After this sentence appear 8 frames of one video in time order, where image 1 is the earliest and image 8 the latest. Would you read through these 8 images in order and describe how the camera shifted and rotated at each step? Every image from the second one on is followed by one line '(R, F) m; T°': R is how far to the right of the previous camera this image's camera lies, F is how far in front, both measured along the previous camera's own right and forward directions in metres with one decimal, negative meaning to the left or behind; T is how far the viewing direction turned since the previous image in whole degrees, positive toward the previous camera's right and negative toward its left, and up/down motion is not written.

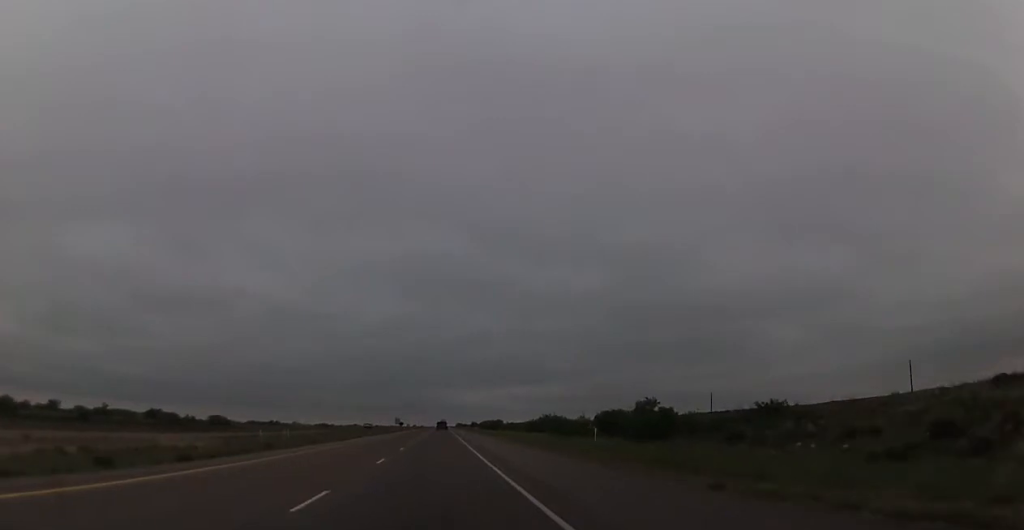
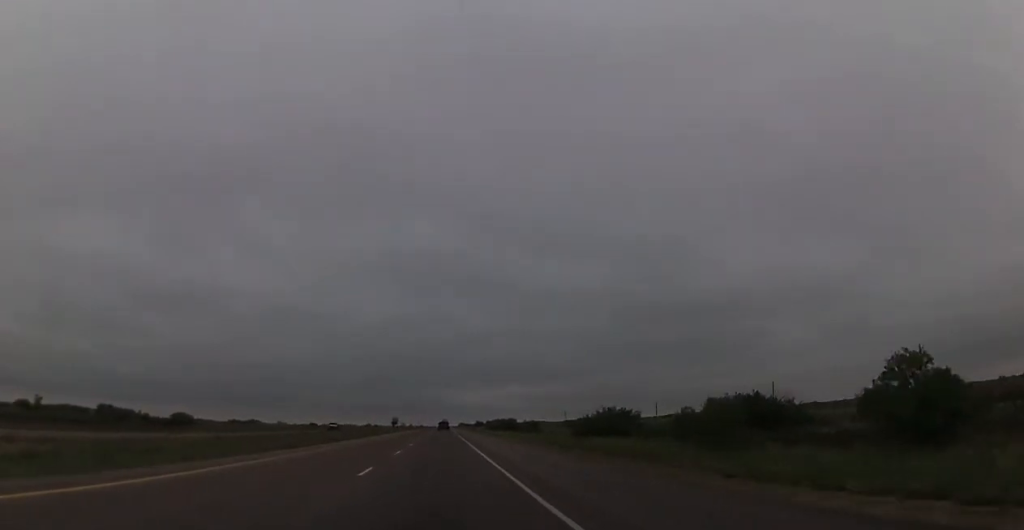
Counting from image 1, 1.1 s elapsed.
(-0.2, +41.7) m; 0°
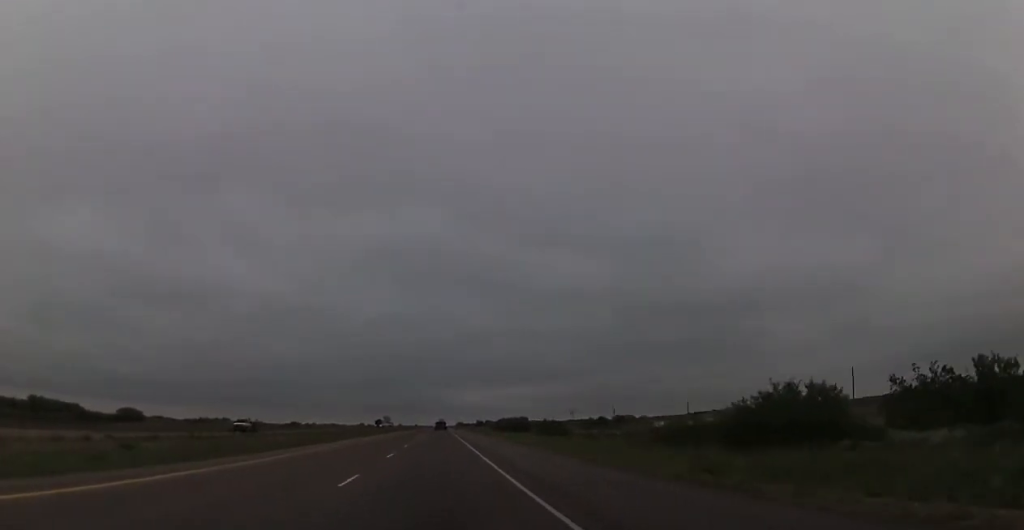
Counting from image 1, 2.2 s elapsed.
(0.0, +39.2) m; 0°
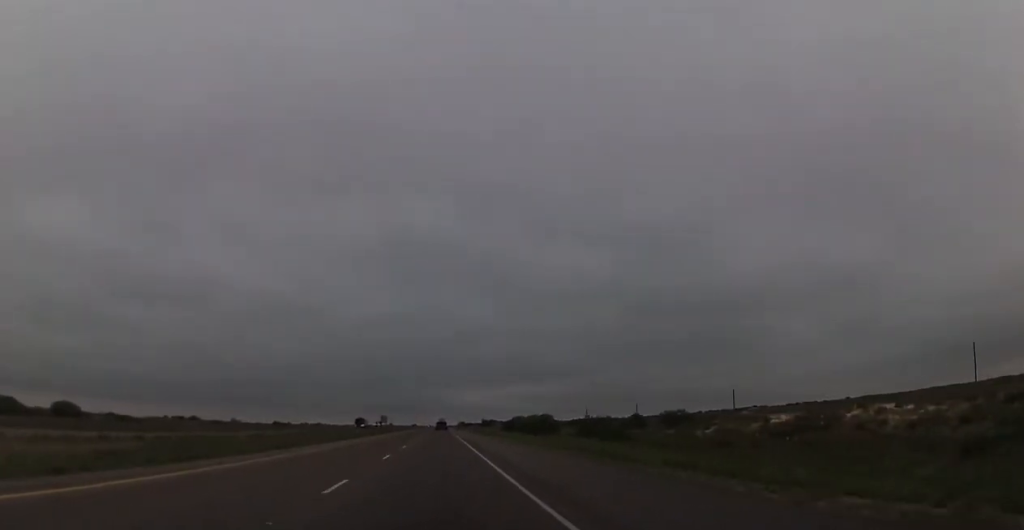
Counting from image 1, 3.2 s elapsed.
(-0.2, +37.9) m; 0°
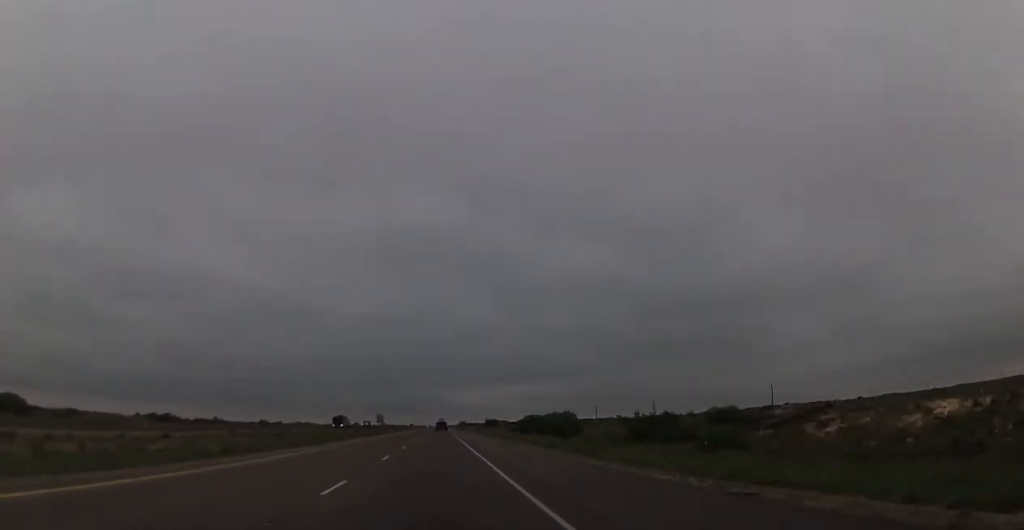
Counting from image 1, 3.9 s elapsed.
(+0.2, +24.4) m; 0°
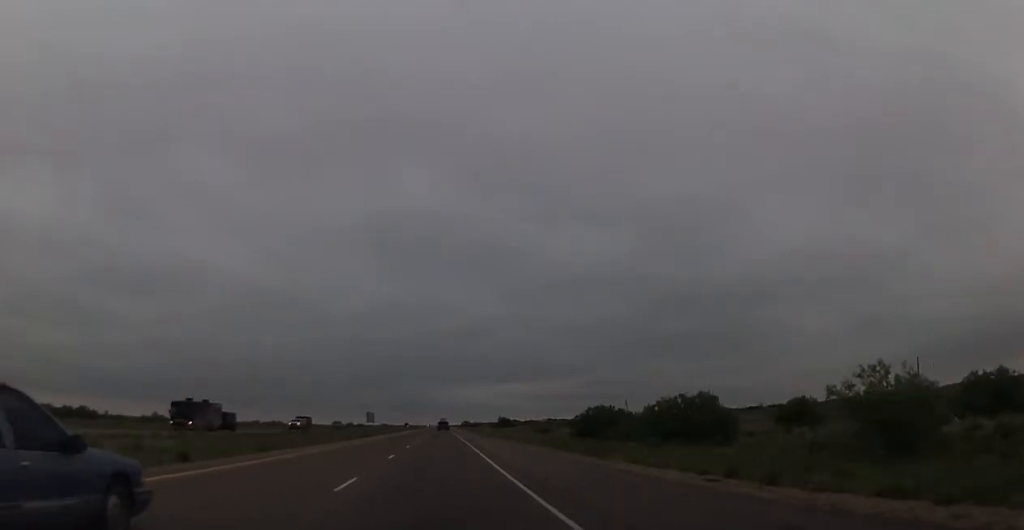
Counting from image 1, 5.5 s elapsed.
(-0.1, +59.8) m; -1°
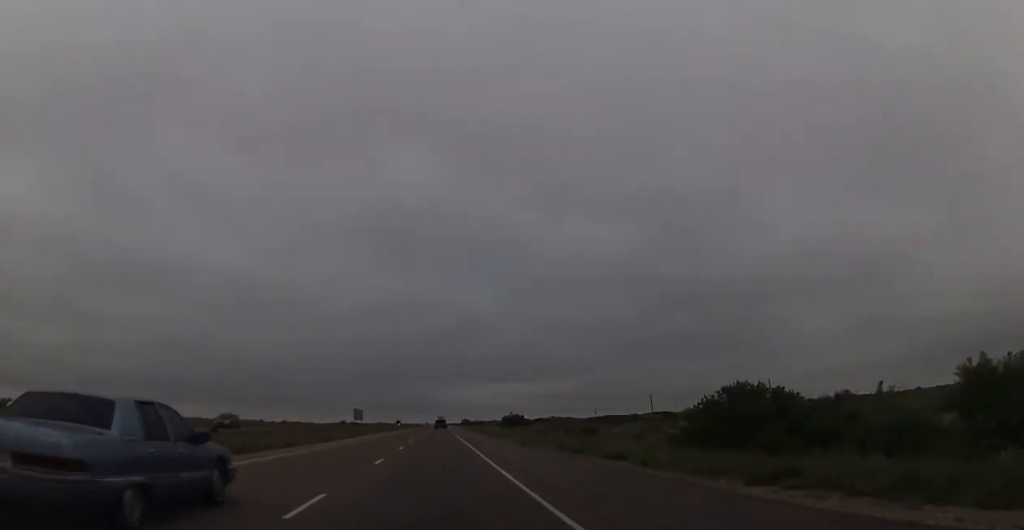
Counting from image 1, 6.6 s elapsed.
(-0.1, +40.2) m; +1°
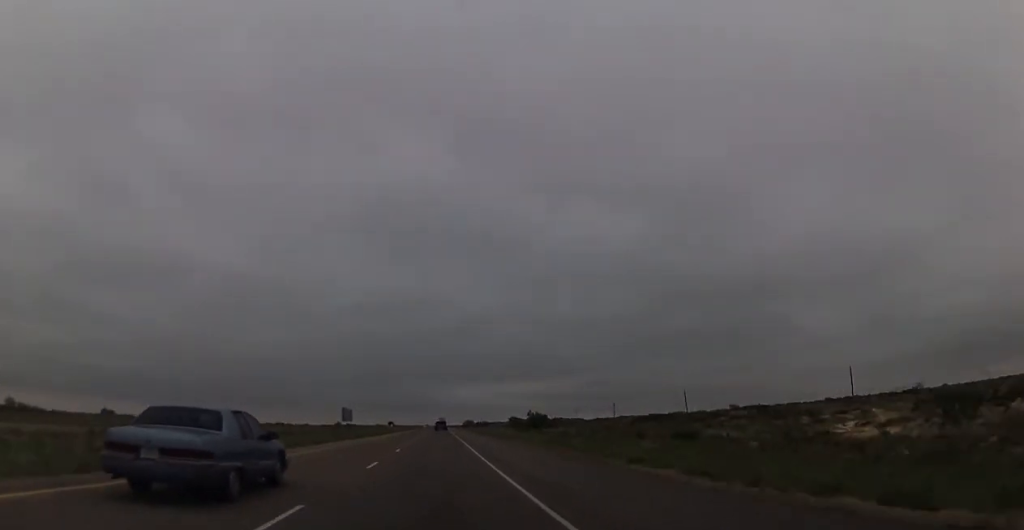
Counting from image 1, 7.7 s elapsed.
(+0.5, +37.9) m; 0°
